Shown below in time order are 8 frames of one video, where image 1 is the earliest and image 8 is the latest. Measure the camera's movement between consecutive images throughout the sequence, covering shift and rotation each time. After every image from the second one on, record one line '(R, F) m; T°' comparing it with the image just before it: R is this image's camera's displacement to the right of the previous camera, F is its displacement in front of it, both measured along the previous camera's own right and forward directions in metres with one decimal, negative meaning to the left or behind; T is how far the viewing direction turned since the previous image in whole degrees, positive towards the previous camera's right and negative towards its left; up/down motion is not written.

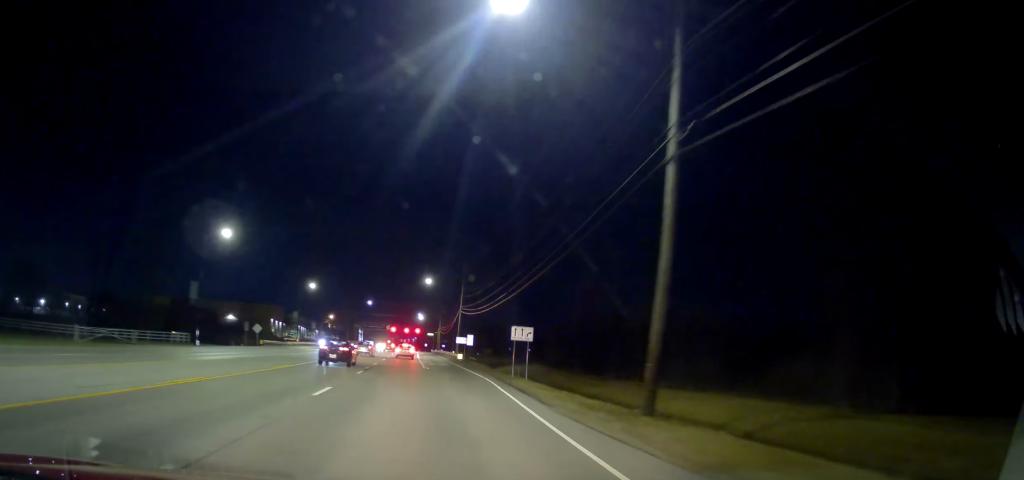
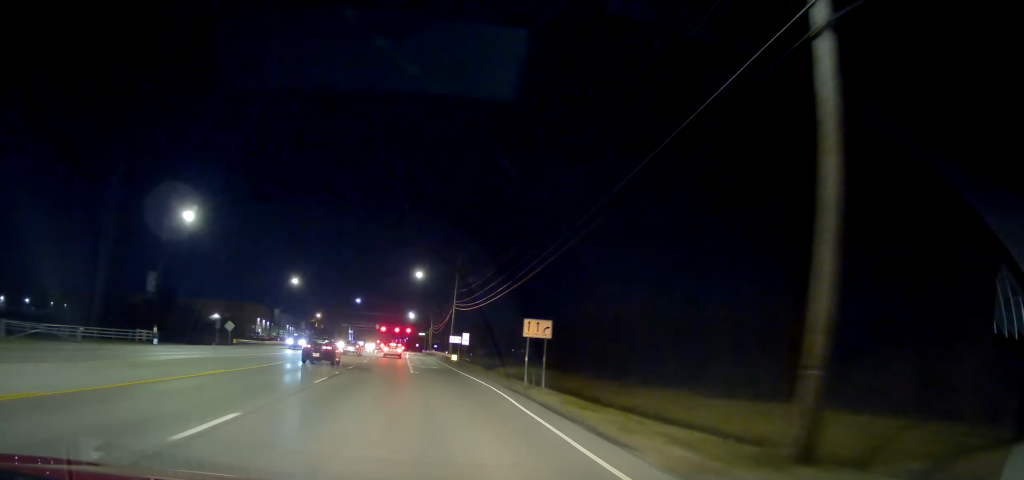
(+0.3, +7.8) m; 0°
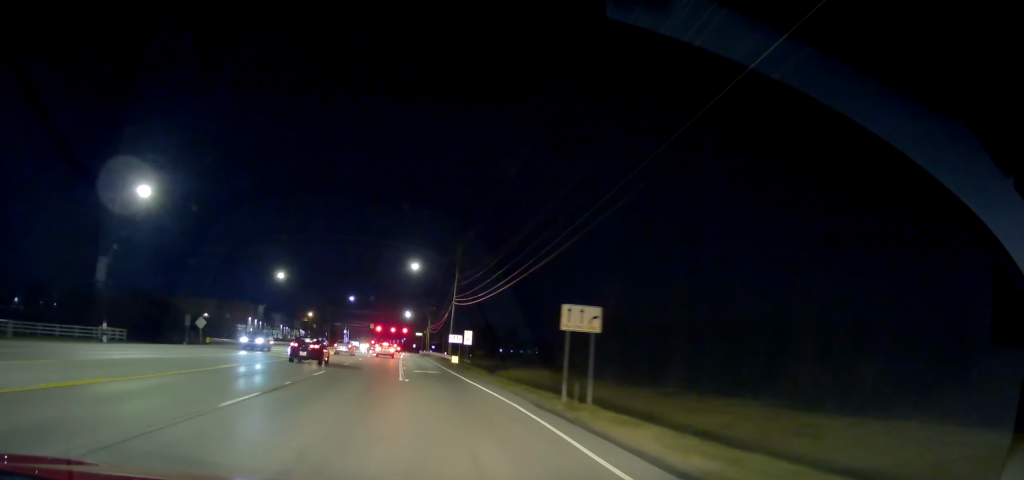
(-0.1, +8.2) m; 0°
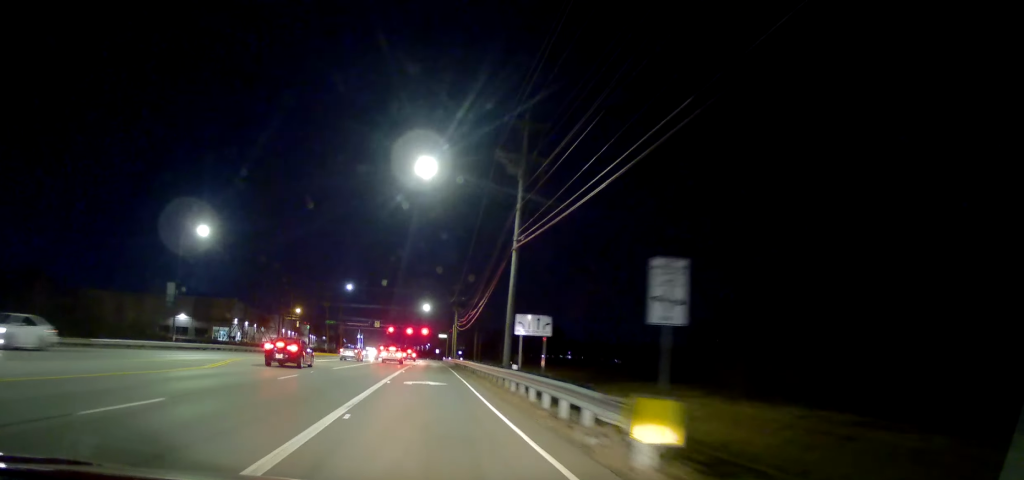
(-0.1, +39.7) m; -1°
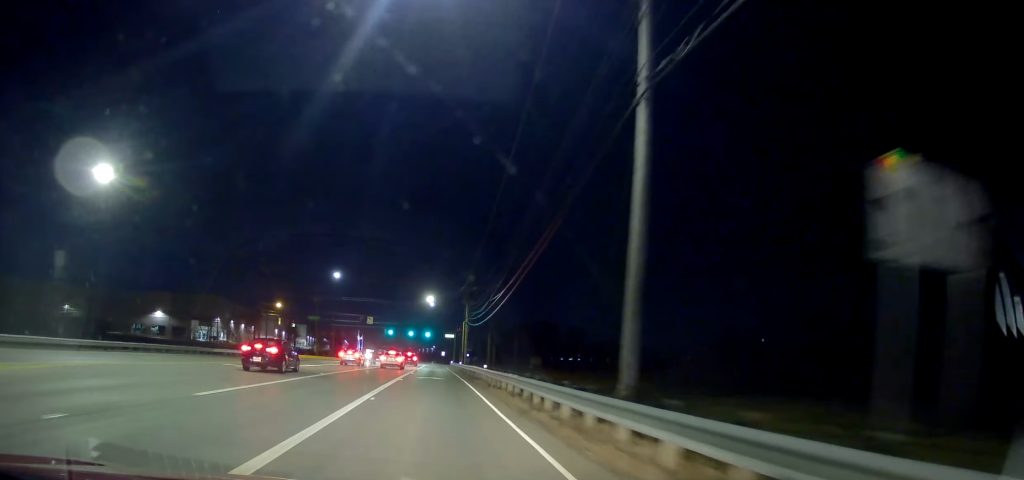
(-0.2, +19.5) m; -2°
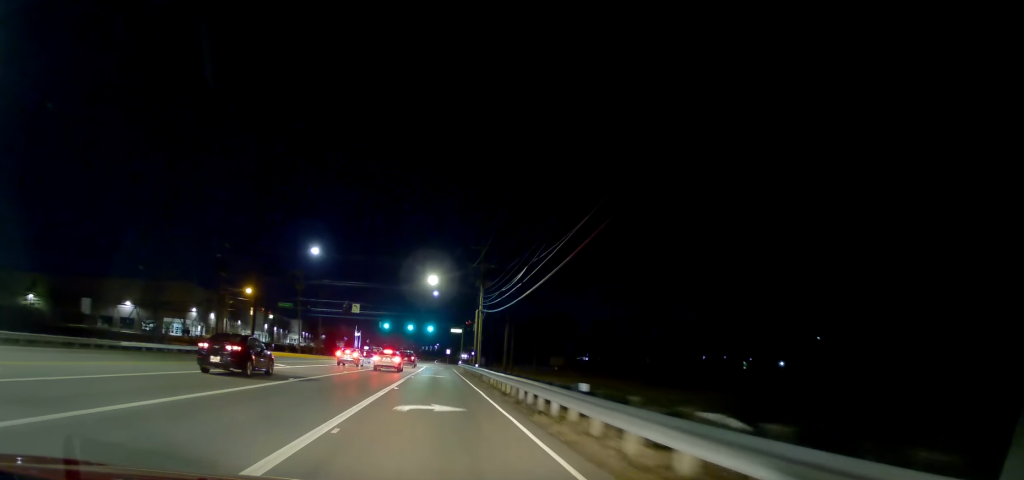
(-0.4, +19.6) m; 0°
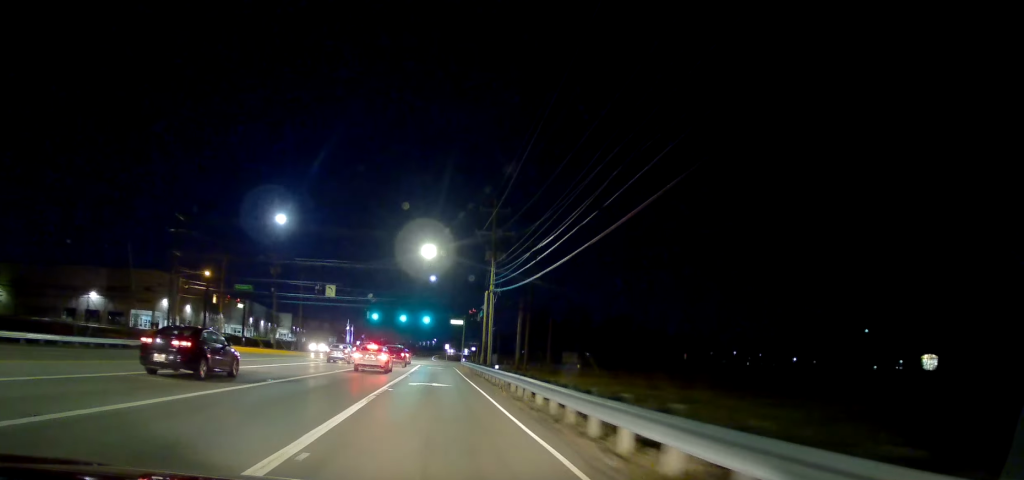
(+0.3, +14.9) m; +1°
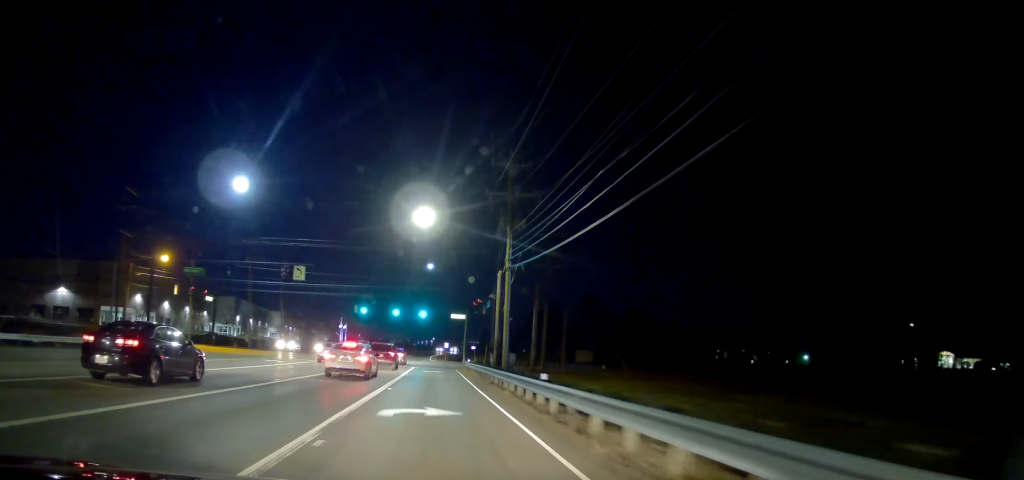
(-0.2, +11.5) m; 0°
